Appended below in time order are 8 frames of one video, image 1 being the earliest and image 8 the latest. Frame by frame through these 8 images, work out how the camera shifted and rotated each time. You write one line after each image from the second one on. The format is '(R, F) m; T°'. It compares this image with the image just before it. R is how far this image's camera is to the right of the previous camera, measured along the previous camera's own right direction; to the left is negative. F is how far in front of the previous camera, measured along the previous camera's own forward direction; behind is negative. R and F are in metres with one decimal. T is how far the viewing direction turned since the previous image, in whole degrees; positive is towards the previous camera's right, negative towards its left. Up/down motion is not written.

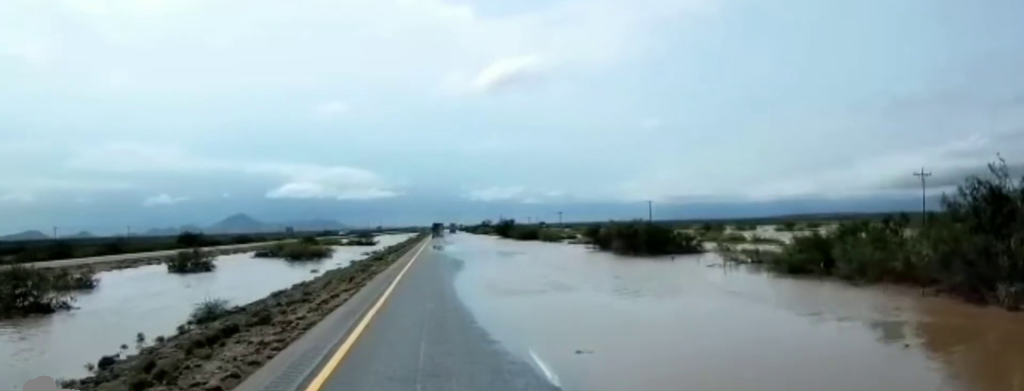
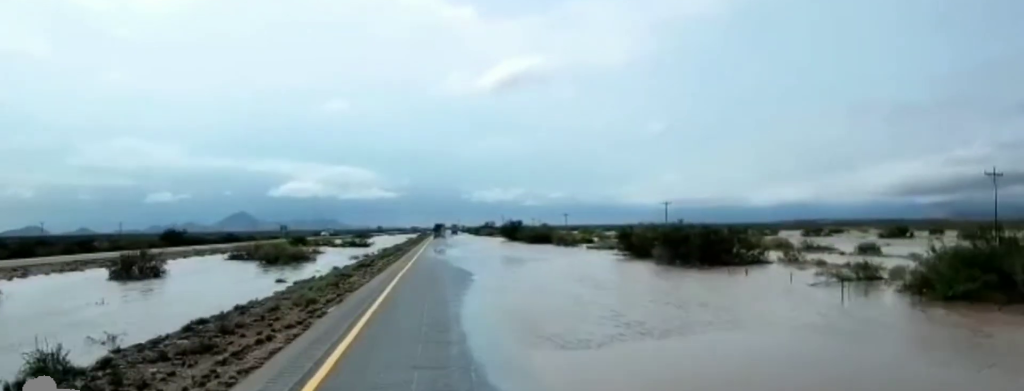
(+0.1, +12.2) m; -1°
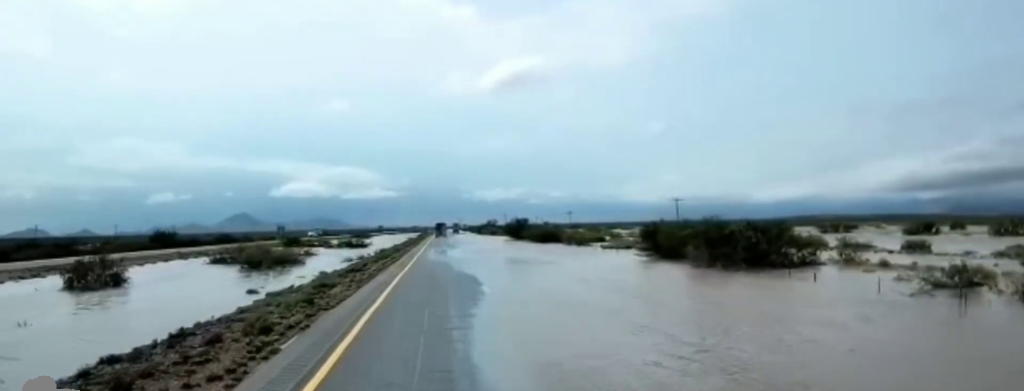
(-0.2, +7.9) m; 0°
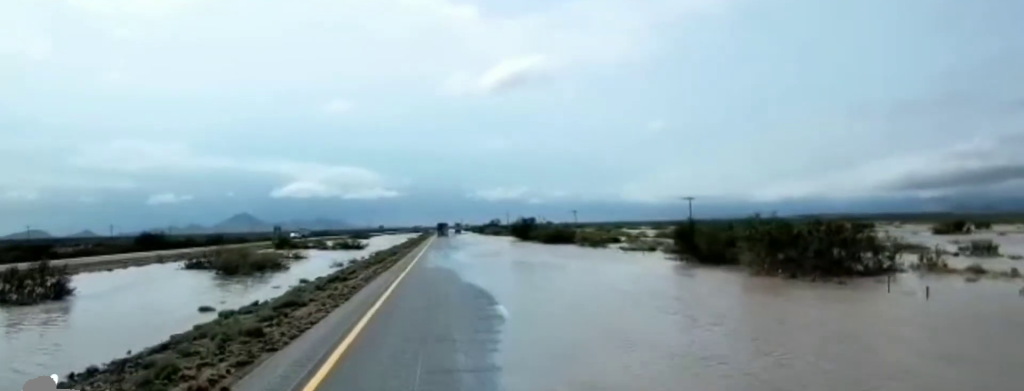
(0.0, +8.2) m; +1°
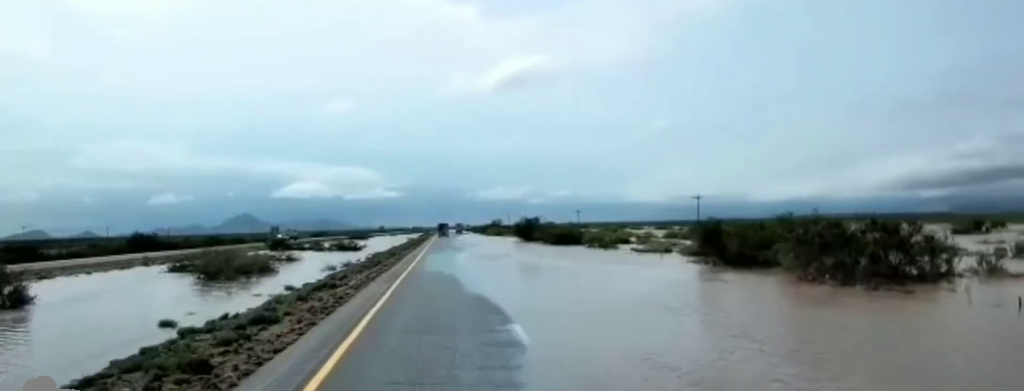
(+0.1, +4.6) m; +1°
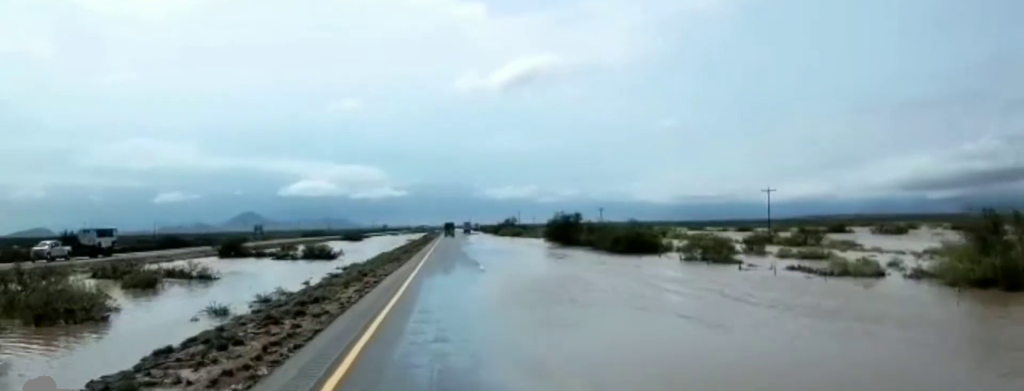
(-1.0, +31.5) m; -2°
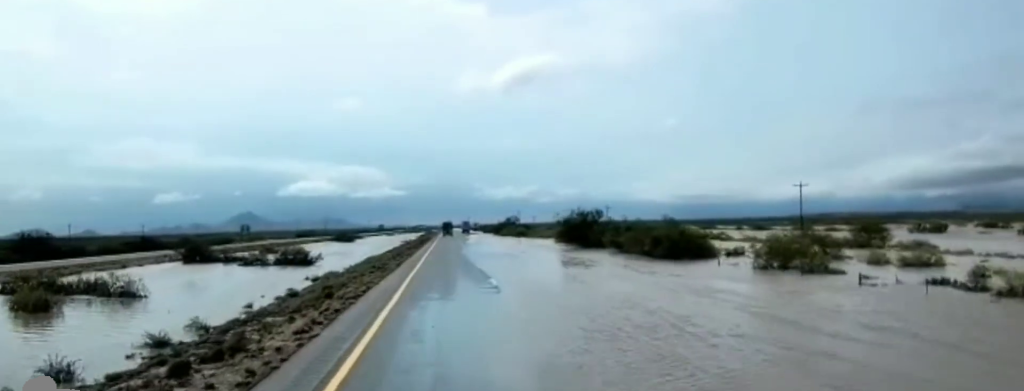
(+0.4, +12.1) m; +1°
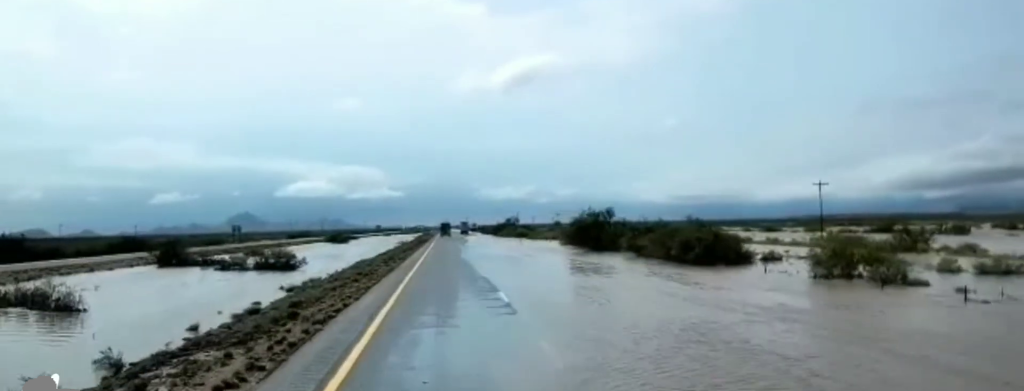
(+0.1, +6.5) m; 0°
